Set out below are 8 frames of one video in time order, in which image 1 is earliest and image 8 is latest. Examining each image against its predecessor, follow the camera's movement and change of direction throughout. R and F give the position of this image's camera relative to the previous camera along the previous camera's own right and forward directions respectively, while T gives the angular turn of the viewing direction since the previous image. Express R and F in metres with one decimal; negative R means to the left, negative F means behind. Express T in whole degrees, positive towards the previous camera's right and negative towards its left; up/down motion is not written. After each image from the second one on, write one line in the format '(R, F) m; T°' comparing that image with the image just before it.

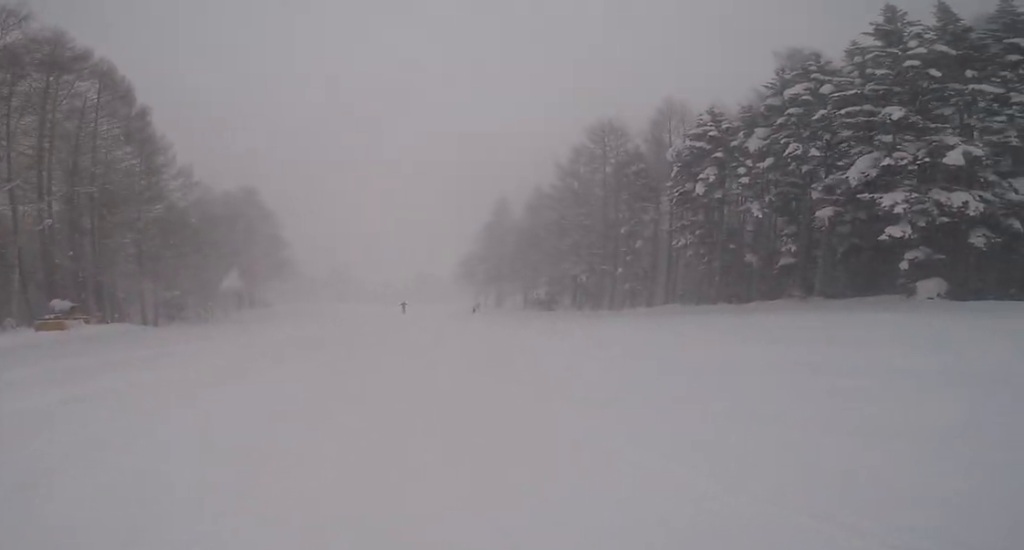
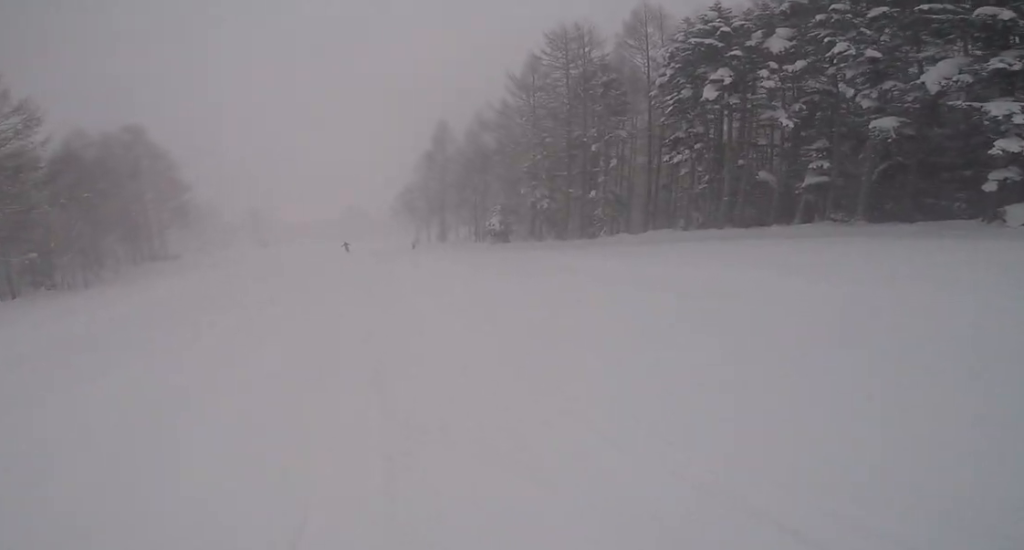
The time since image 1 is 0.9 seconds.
(+1.1, +6.9) m; +10°
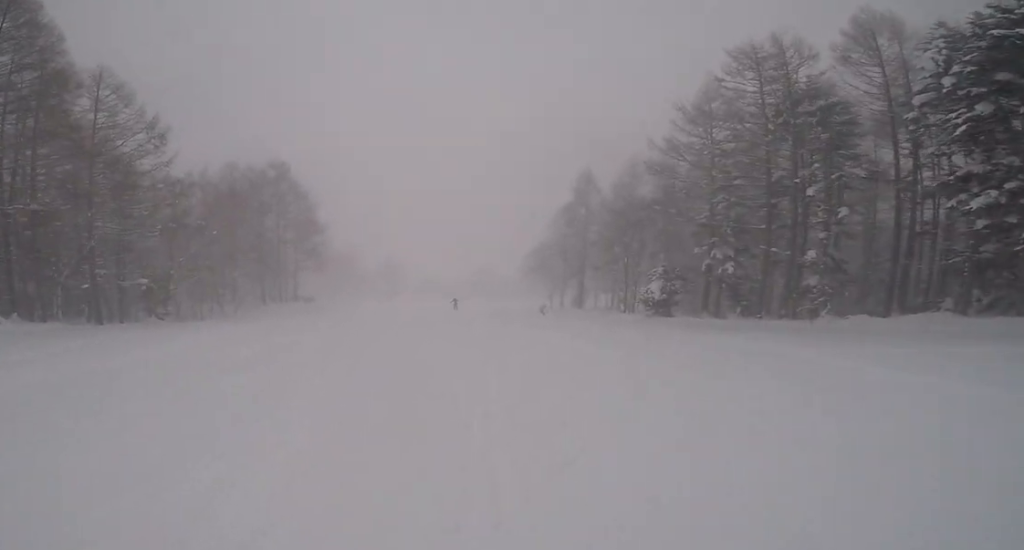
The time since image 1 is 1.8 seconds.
(+0.5, +6.7) m; -8°
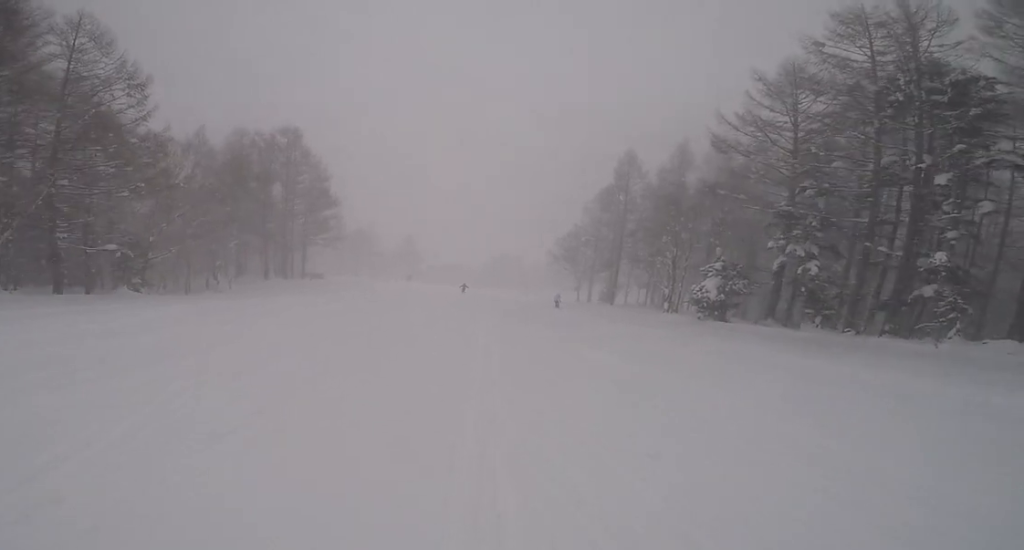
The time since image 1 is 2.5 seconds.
(-1.3, +4.8) m; -8°
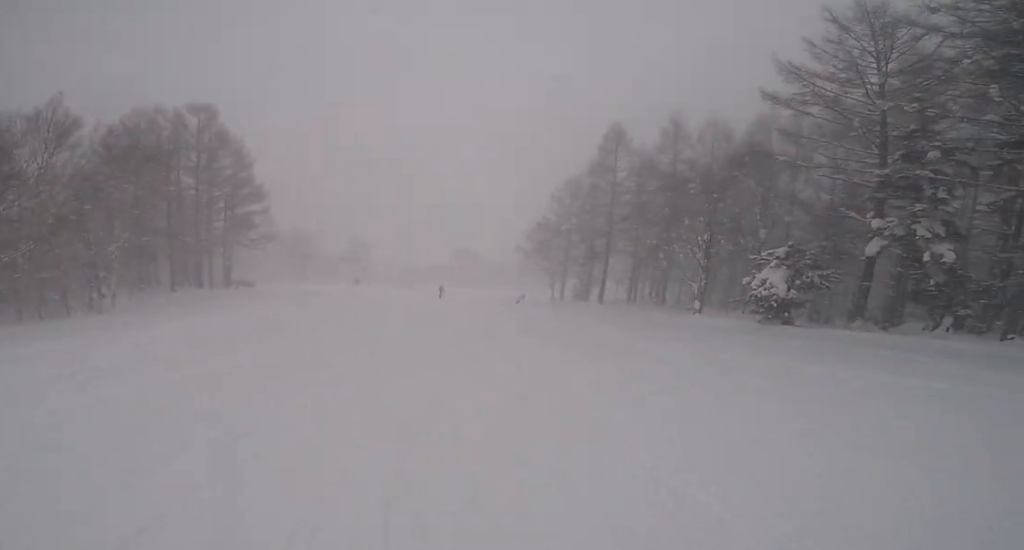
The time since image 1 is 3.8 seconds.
(+0.6, +9.4) m; +6°
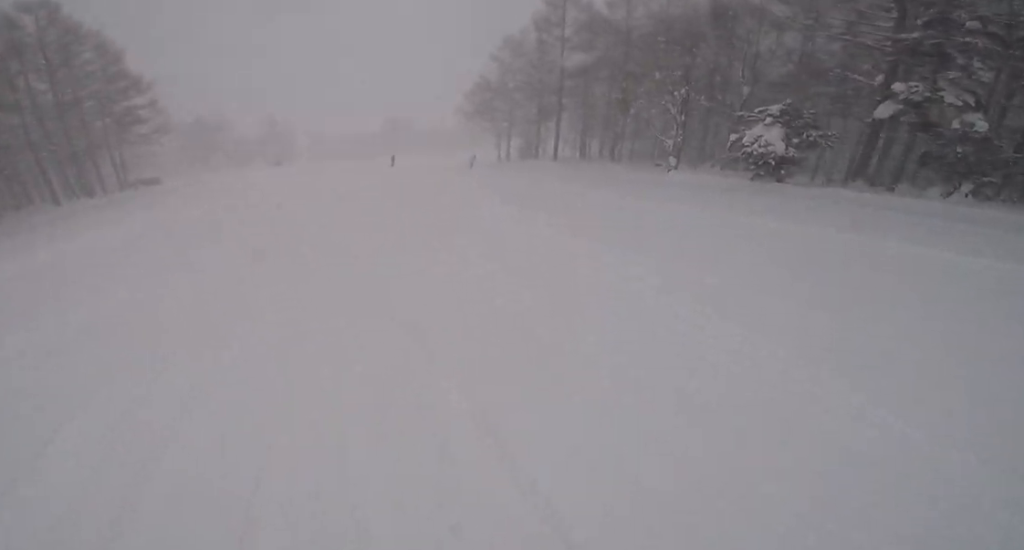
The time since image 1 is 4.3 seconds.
(+0.1, +3.5) m; 0°
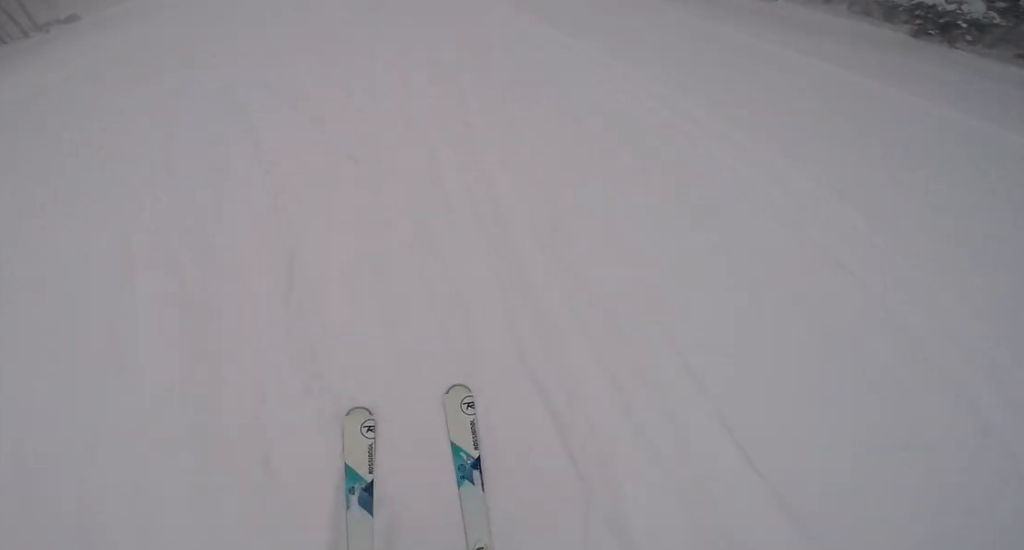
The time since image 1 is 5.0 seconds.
(0.0, +4.9) m; +1°
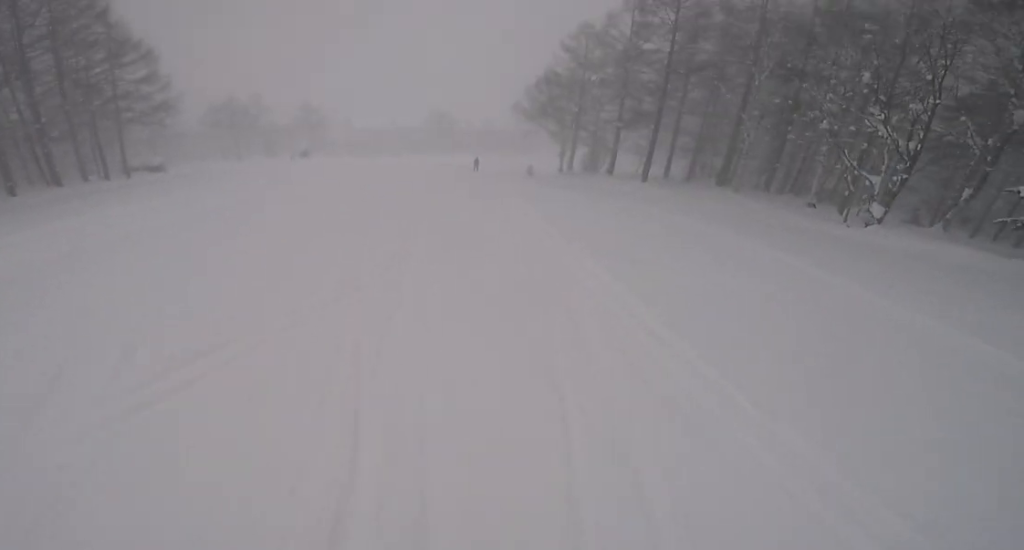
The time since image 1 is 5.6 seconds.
(0.0, +4.3) m; 0°
